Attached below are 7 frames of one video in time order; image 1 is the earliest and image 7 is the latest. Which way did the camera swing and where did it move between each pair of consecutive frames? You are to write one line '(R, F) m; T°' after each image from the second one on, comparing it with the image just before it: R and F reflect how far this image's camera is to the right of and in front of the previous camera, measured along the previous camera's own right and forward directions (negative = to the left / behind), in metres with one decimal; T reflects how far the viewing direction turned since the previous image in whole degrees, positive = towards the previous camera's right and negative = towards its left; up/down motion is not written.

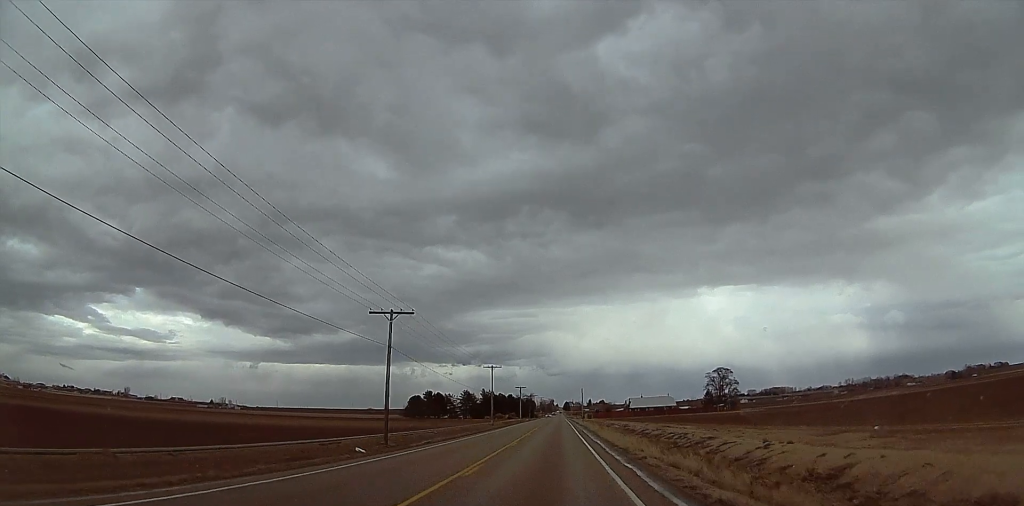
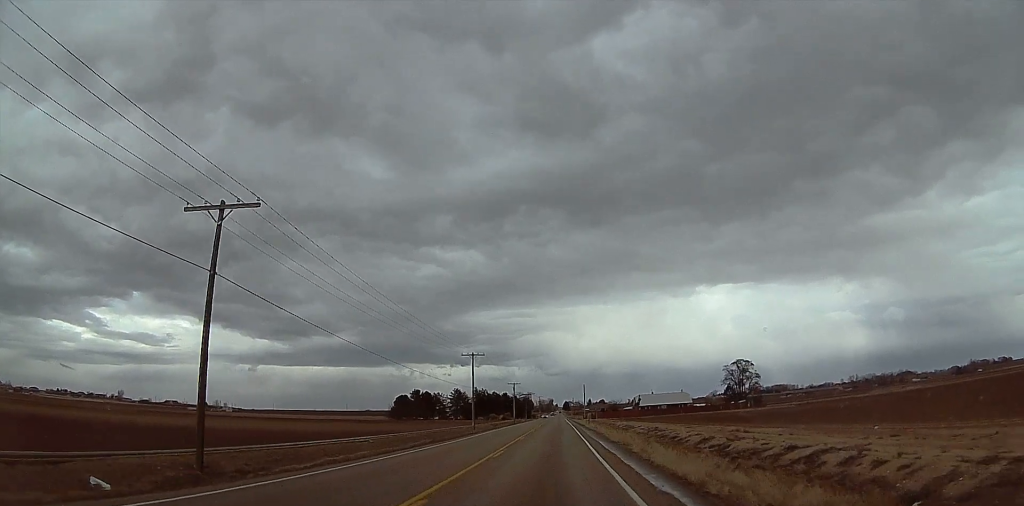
(0.0, +23.2) m; 0°
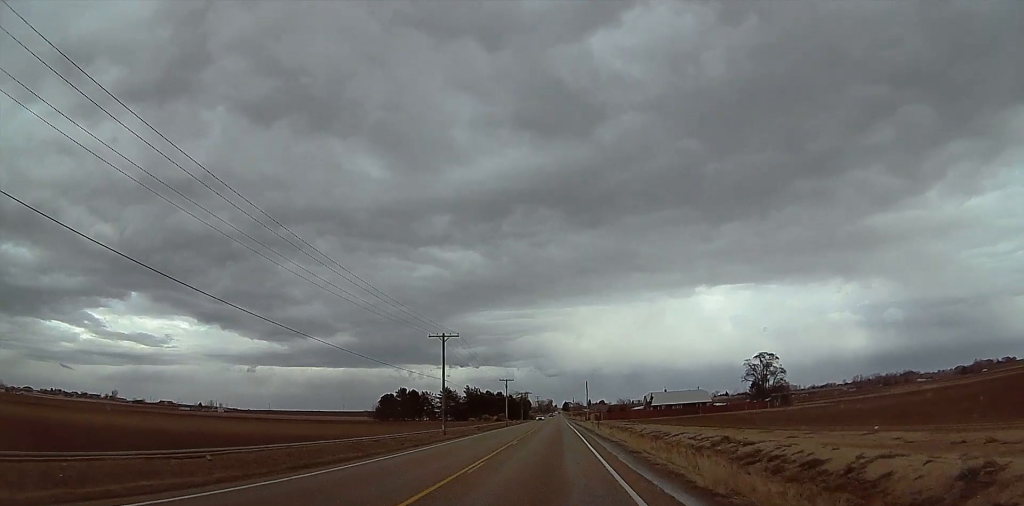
(0.0, +21.5) m; -1°
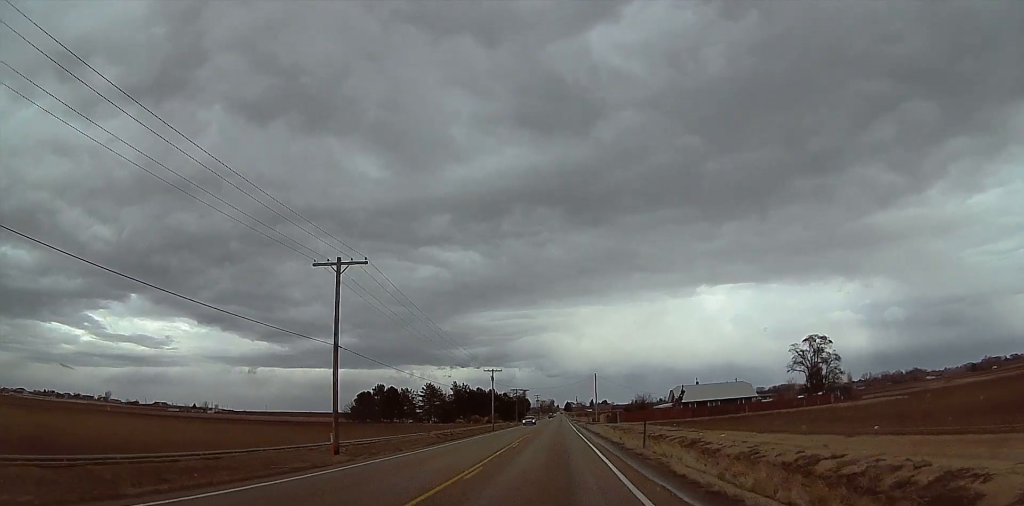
(-1.3, +32.0) m; -3°
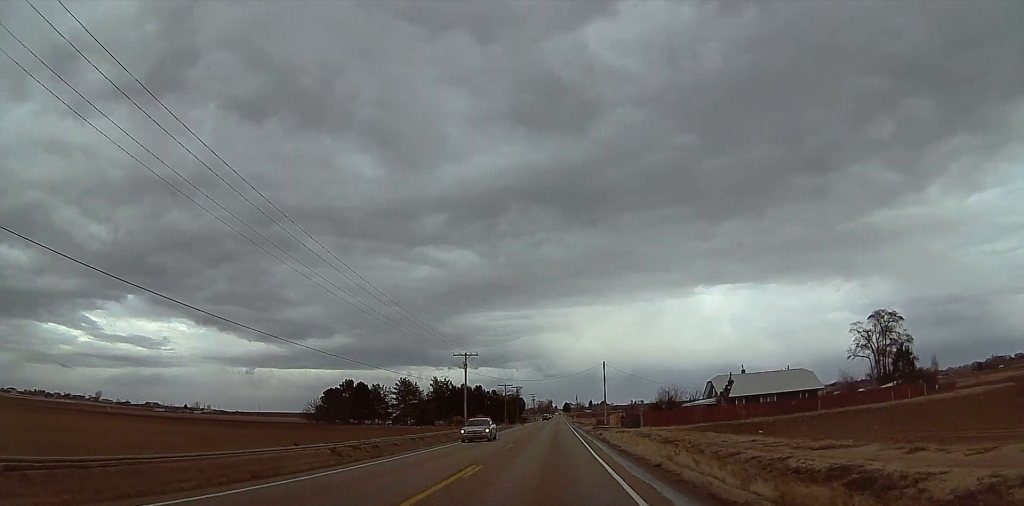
(+0.7, +29.5) m; +3°
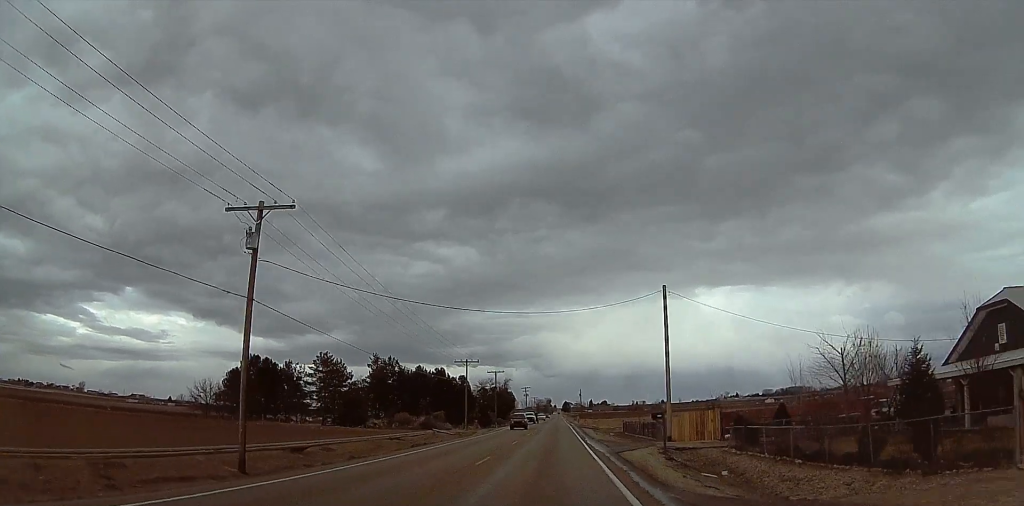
(+0.6, +57.0) m; +1°
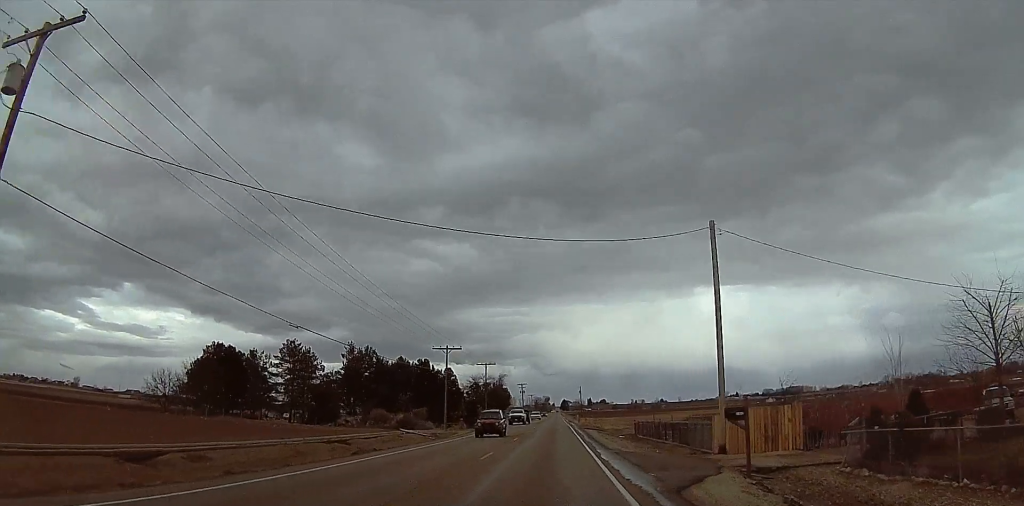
(0.0, +13.6) m; 0°
